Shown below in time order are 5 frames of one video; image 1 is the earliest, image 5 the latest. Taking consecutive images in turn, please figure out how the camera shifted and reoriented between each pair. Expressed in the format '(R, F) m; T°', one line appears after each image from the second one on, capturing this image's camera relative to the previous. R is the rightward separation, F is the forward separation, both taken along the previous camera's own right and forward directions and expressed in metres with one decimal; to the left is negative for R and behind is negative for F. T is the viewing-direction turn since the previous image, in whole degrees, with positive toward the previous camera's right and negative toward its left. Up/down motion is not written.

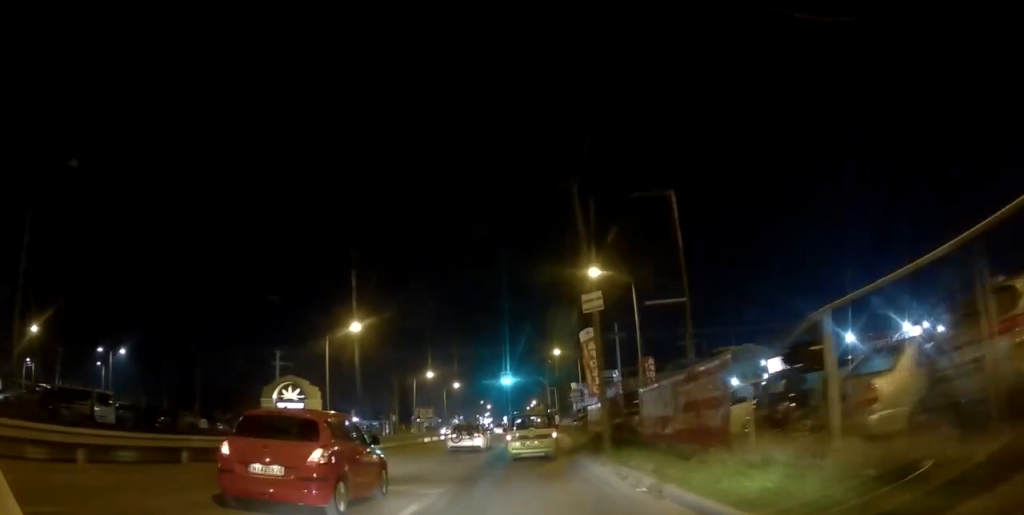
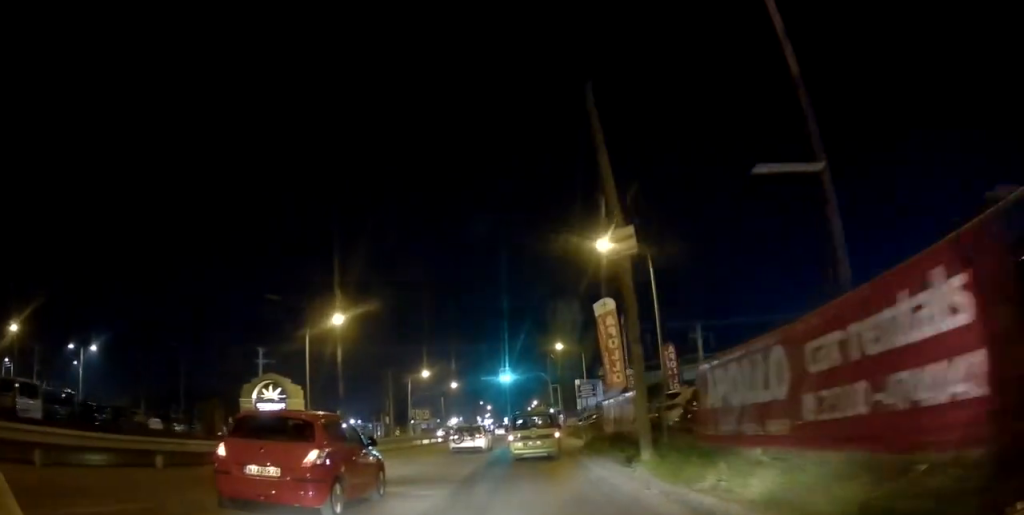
(+1.0, +5.0) m; +1°
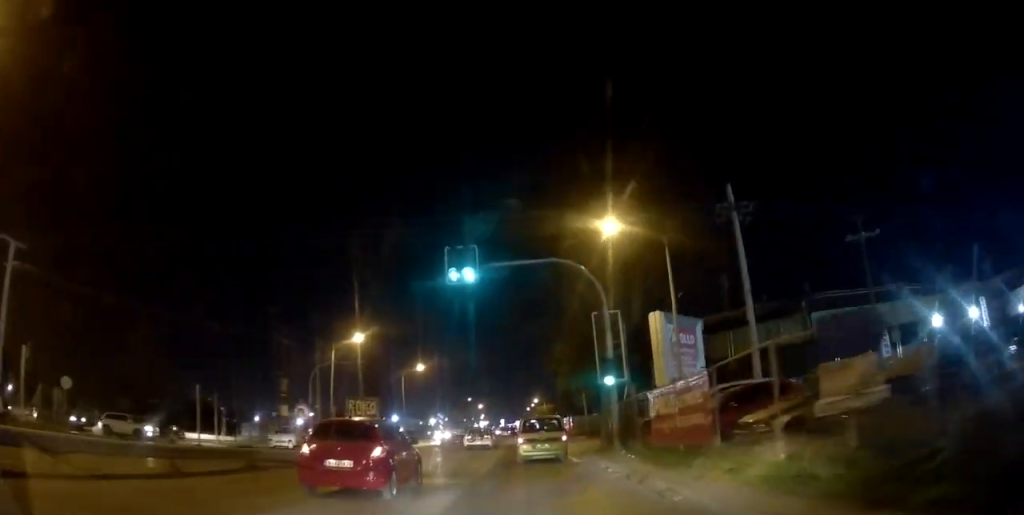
(-6.4, +38.3) m; -12°
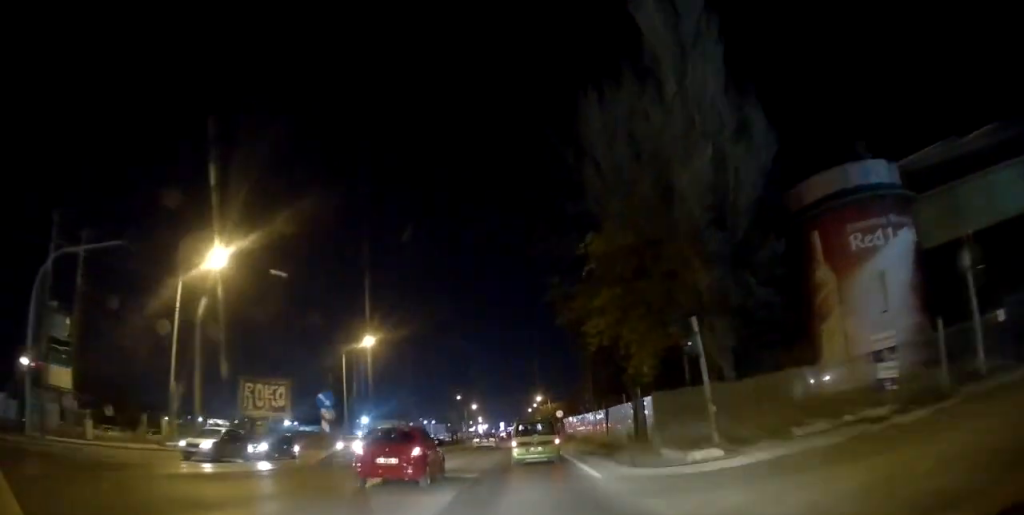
(-1.1, +28.2) m; -1°
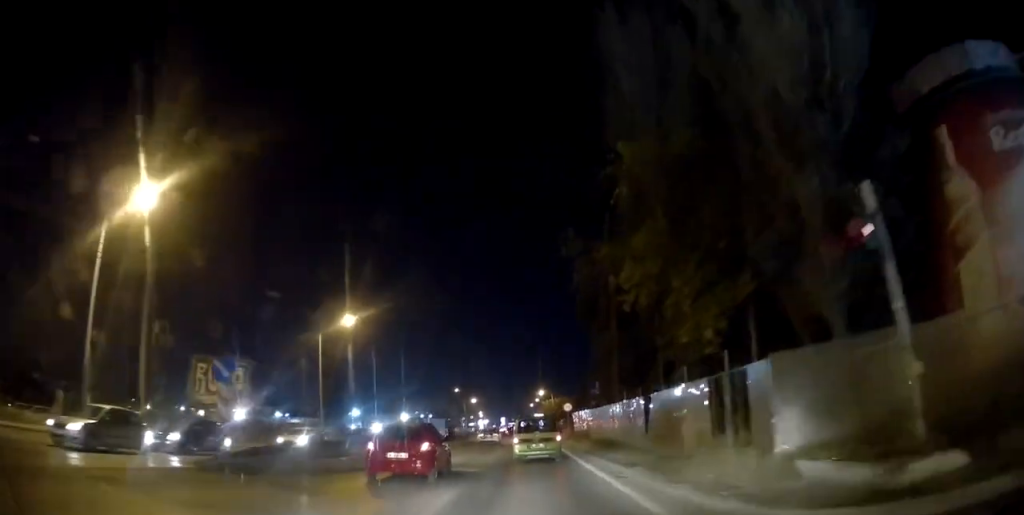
(+0.1, +7.6) m; 0°
